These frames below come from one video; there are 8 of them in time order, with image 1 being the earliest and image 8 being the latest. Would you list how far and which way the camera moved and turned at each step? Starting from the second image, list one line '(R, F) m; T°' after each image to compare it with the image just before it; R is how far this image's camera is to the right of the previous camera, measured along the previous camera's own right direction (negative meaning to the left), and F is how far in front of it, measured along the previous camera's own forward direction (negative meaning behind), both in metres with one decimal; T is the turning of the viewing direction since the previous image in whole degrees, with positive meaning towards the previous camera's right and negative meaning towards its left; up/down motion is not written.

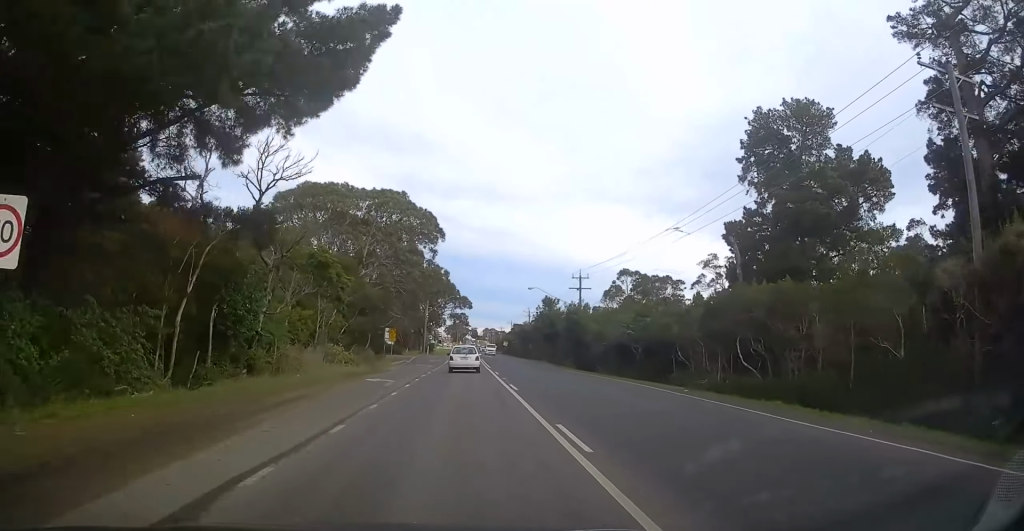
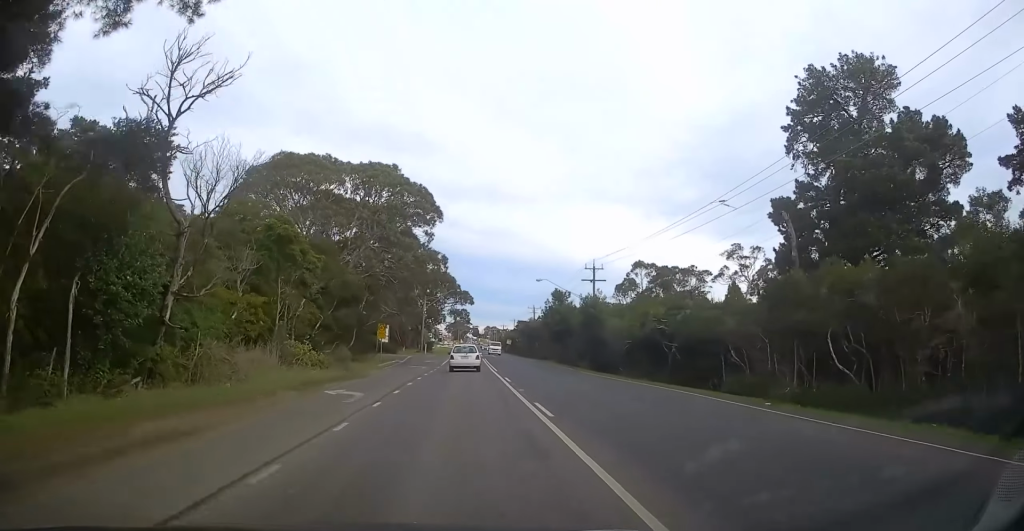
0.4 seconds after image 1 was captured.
(0.0, +7.8) m; 0°
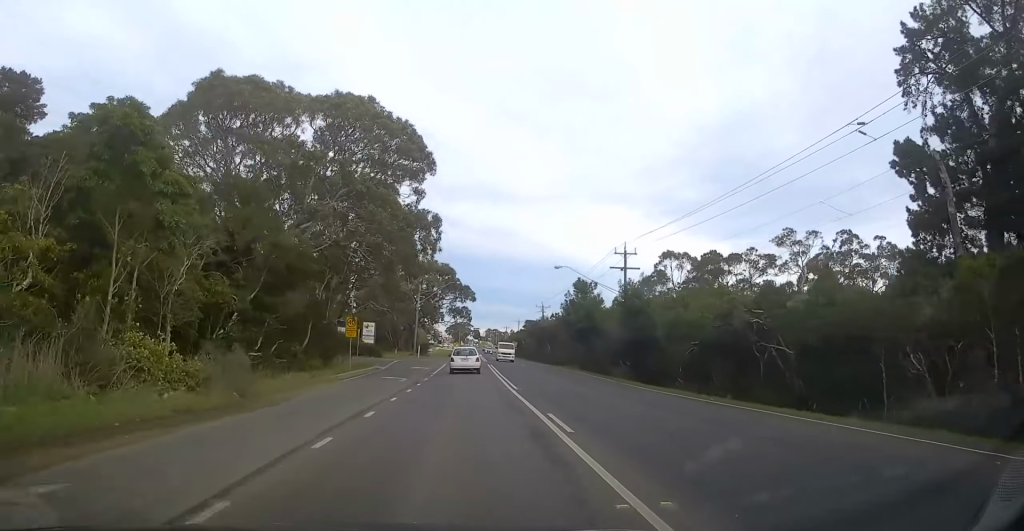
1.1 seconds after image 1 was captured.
(0.0, +13.7) m; 0°
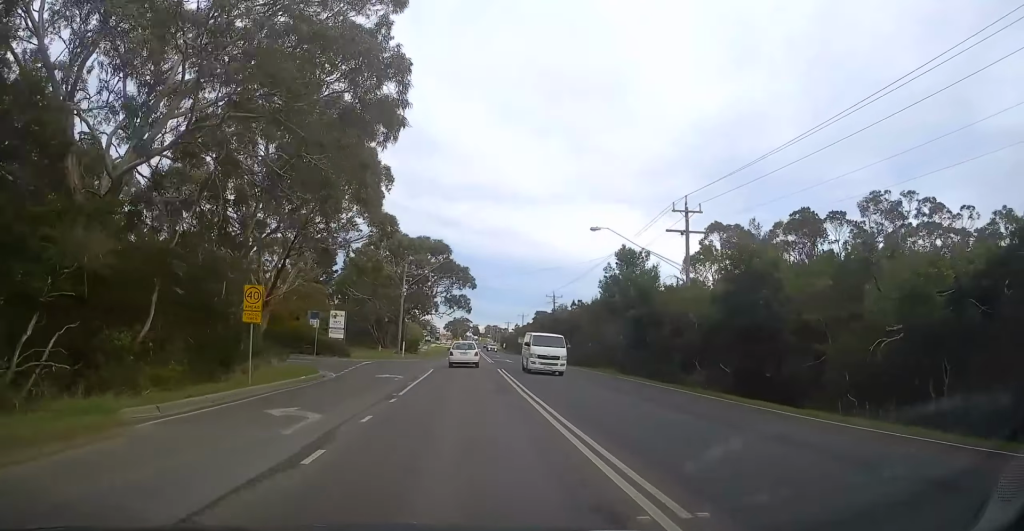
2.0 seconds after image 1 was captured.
(0.0, +16.8) m; 0°
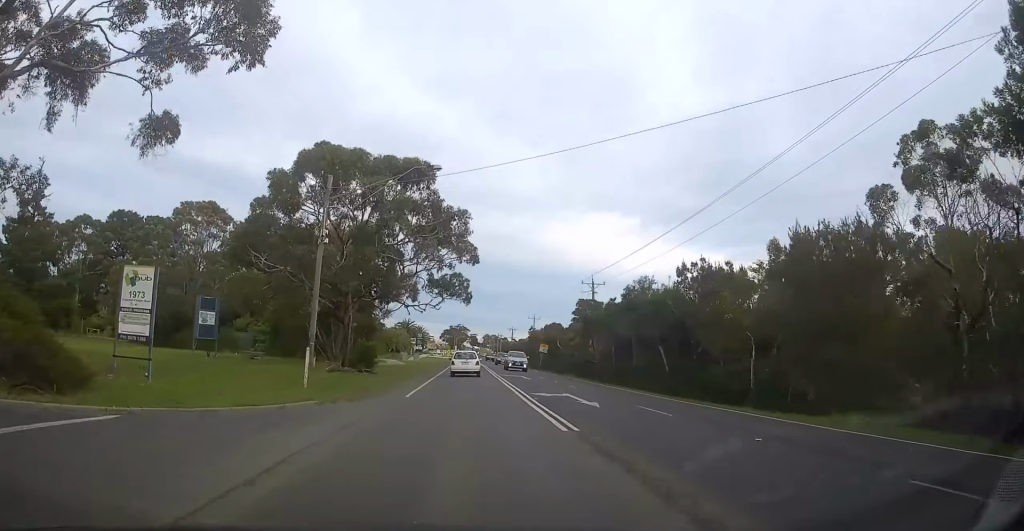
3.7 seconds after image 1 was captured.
(0.0, +34.3) m; 0°
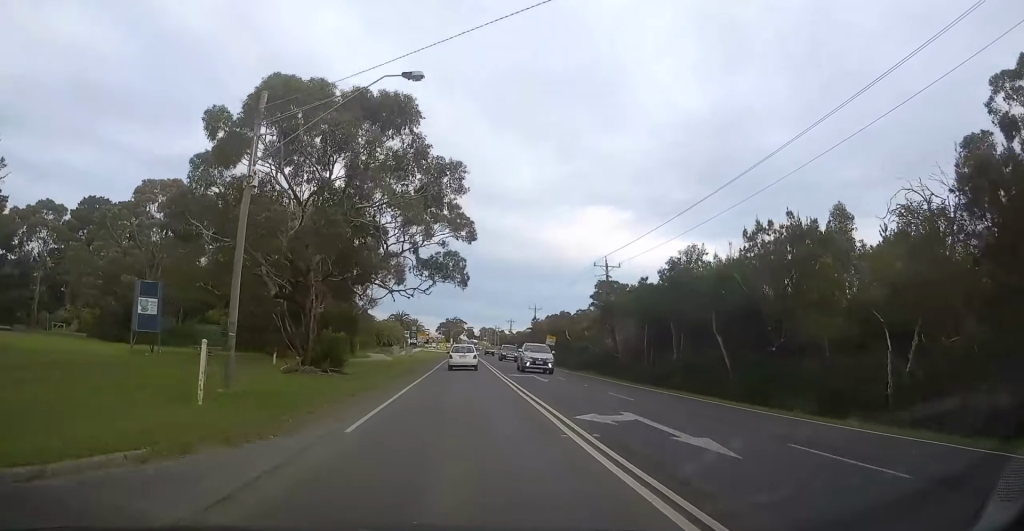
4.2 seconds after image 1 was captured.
(0.0, +8.8) m; 0°
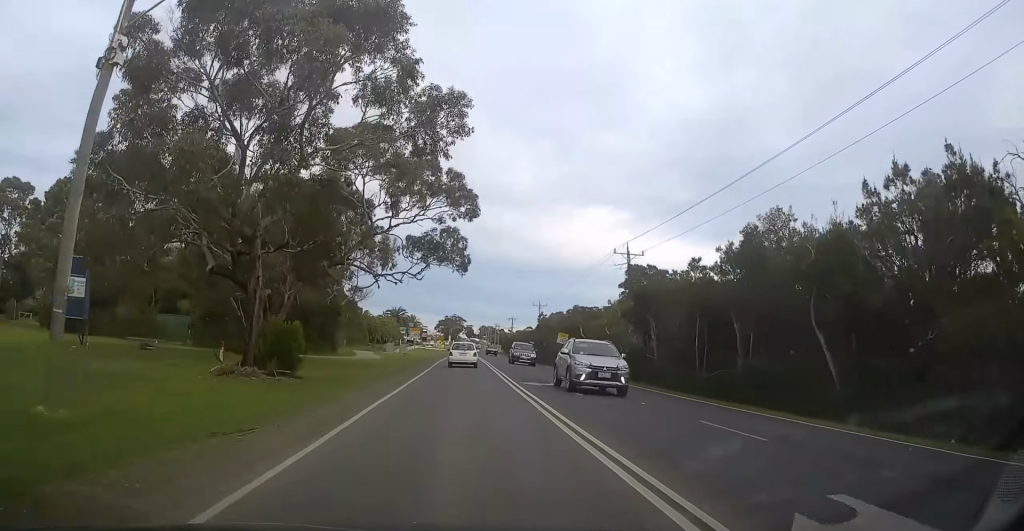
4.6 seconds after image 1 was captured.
(0.0, +8.3) m; 0°
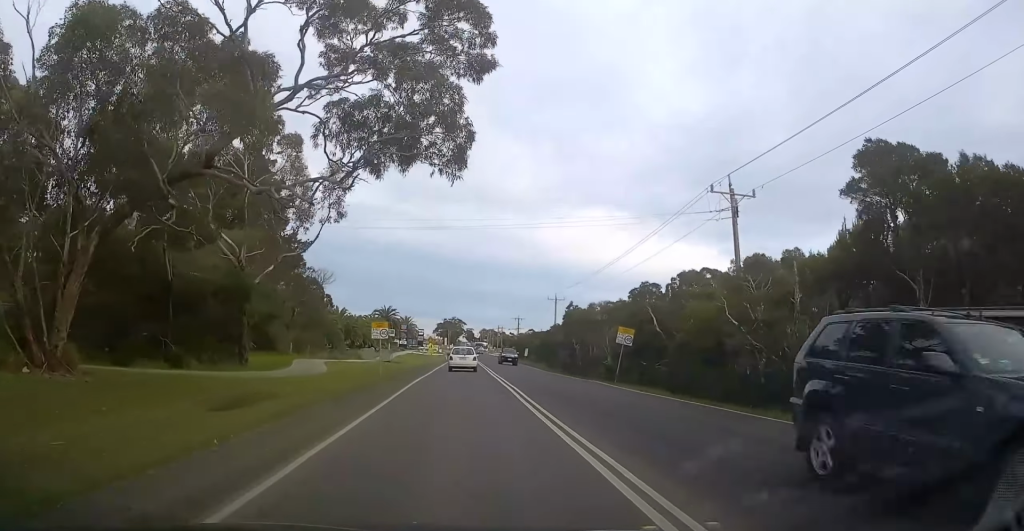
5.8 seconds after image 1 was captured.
(0.0, +21.7) m; 0°
